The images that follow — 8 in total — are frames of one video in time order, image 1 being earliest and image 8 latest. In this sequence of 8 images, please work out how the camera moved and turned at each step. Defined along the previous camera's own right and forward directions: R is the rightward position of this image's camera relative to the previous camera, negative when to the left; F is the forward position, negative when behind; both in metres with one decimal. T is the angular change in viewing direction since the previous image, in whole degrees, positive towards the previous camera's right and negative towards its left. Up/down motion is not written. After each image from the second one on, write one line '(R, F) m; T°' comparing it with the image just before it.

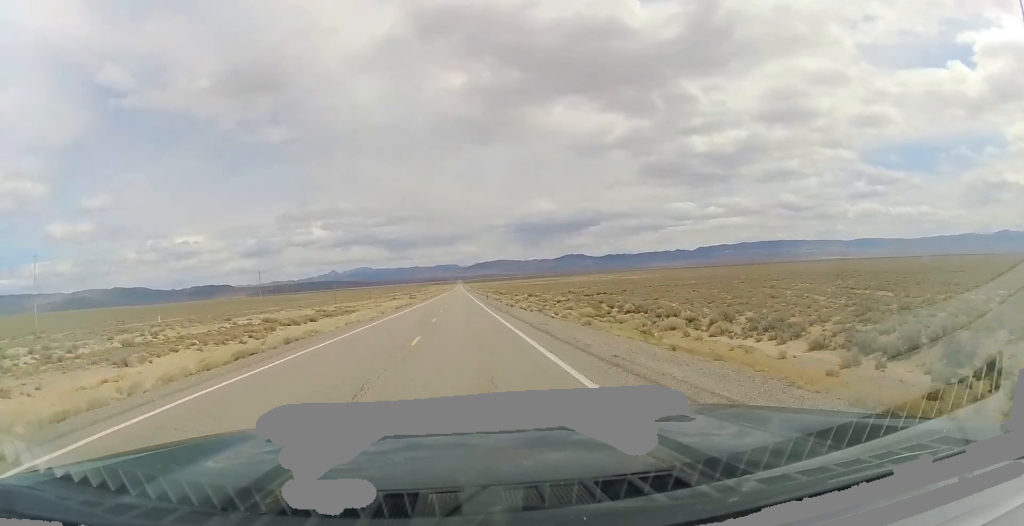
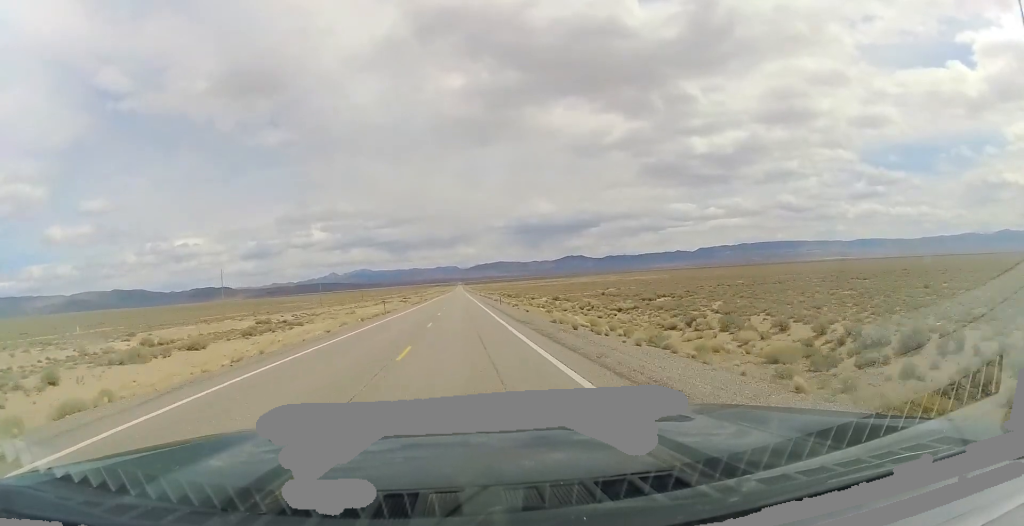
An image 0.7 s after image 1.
(-0.1, +27.9) m; 0°
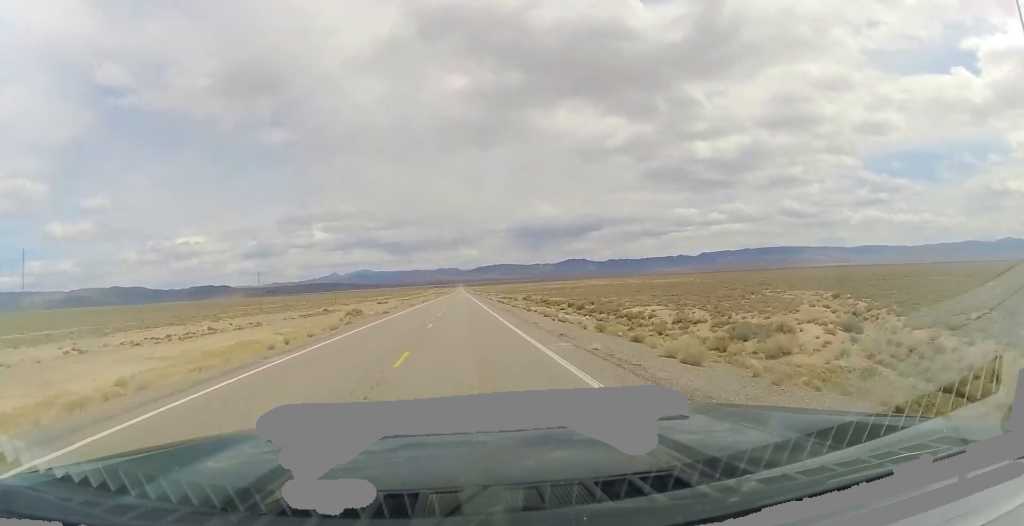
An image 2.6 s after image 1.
(+0.1, +75.1) m; 0°
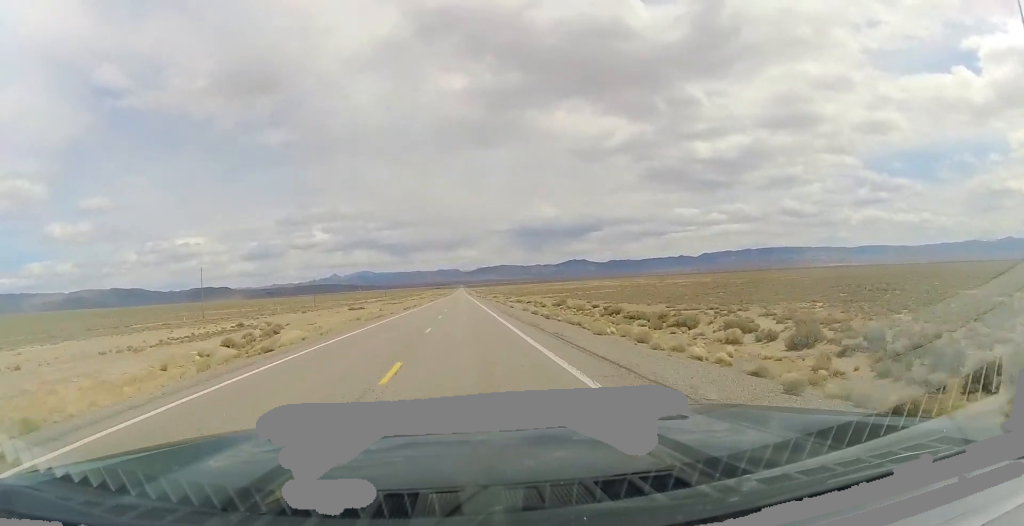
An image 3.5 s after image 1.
(-0.1, +39.1) m; 0°
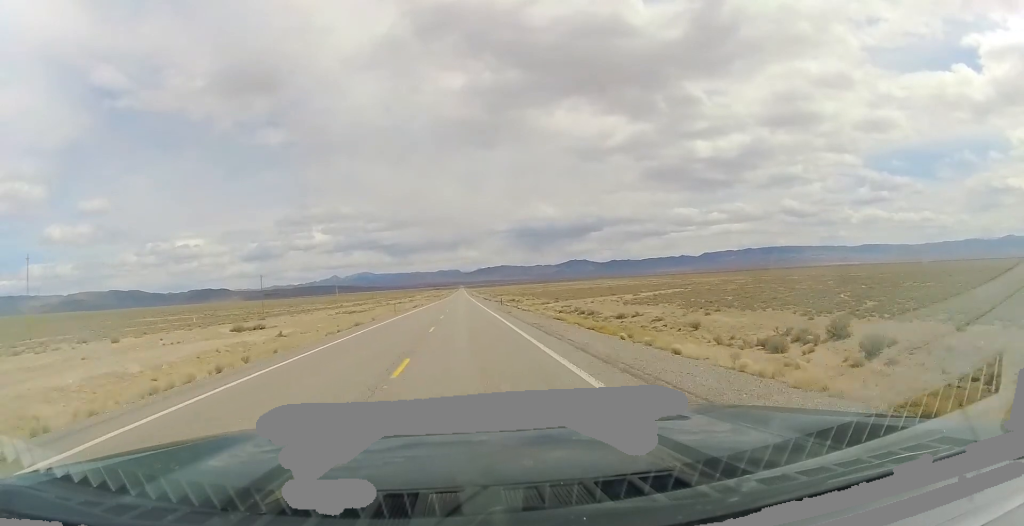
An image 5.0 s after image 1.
(0.0, +61.4) m; 0°
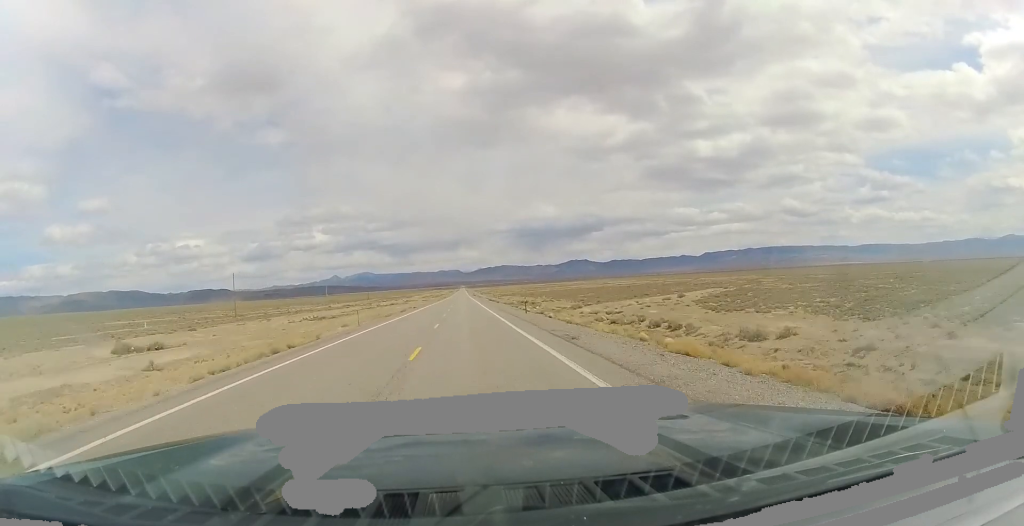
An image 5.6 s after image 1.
(0.0, +21.9) m; 0°
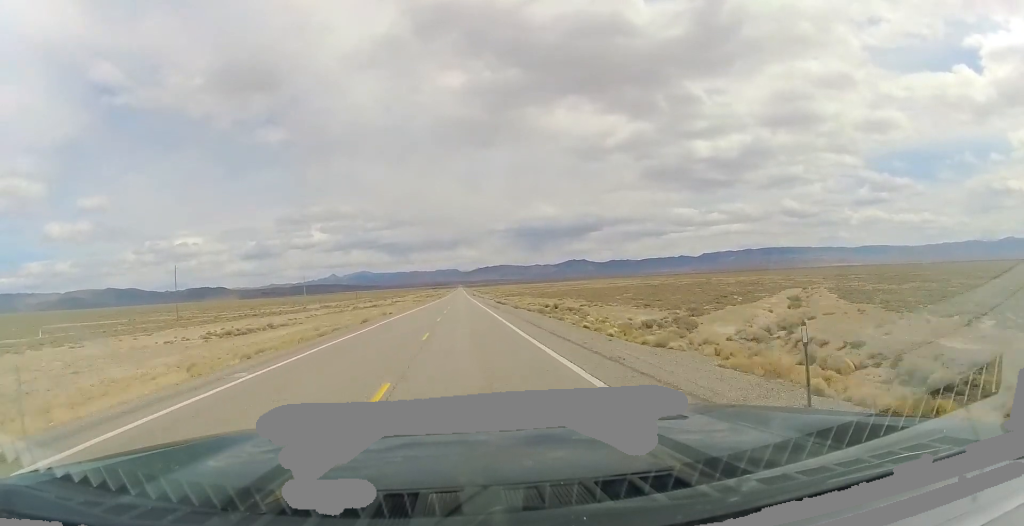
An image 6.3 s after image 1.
(+0.1, +31.4) m; 0°
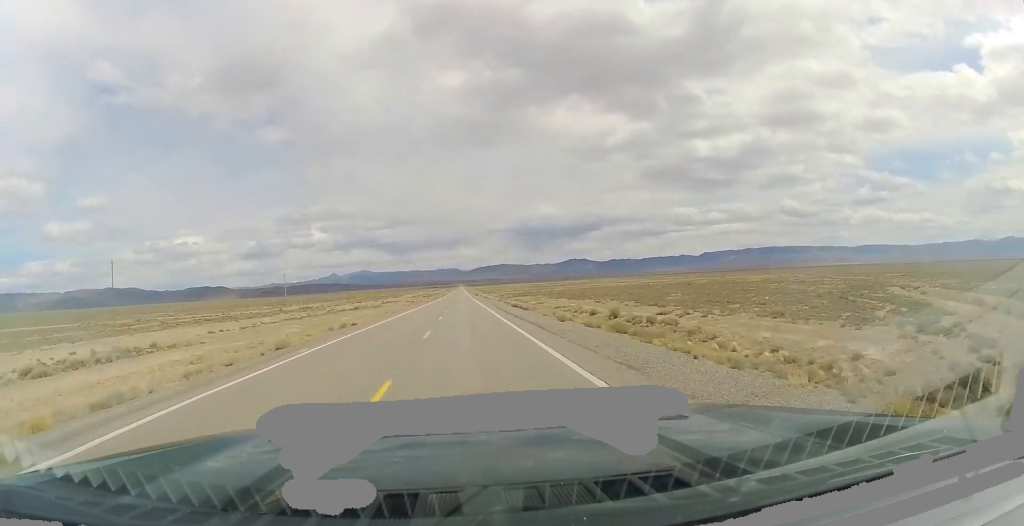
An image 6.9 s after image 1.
(-0.1, +24.6) m; 0°
